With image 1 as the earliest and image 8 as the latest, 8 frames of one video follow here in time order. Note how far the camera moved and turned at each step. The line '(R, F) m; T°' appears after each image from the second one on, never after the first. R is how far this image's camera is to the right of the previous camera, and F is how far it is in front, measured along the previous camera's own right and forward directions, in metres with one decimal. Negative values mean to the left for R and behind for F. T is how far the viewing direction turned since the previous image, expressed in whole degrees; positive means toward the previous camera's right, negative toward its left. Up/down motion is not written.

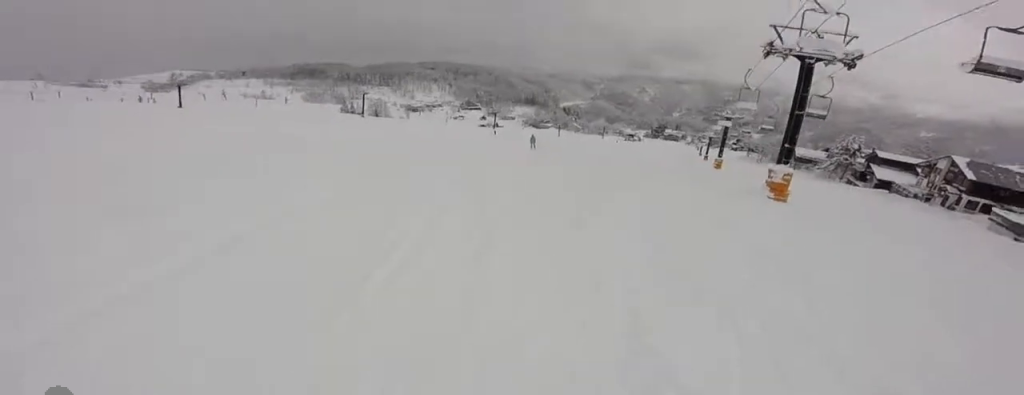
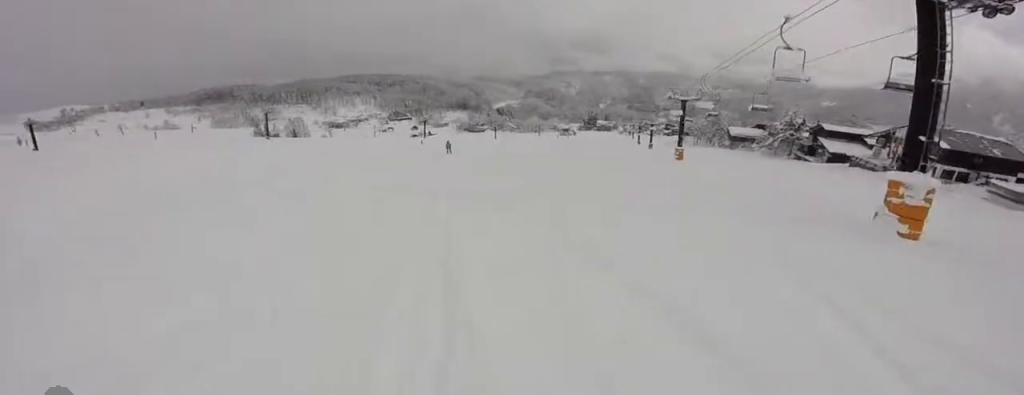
(+0.9, +11.0) m; +14°
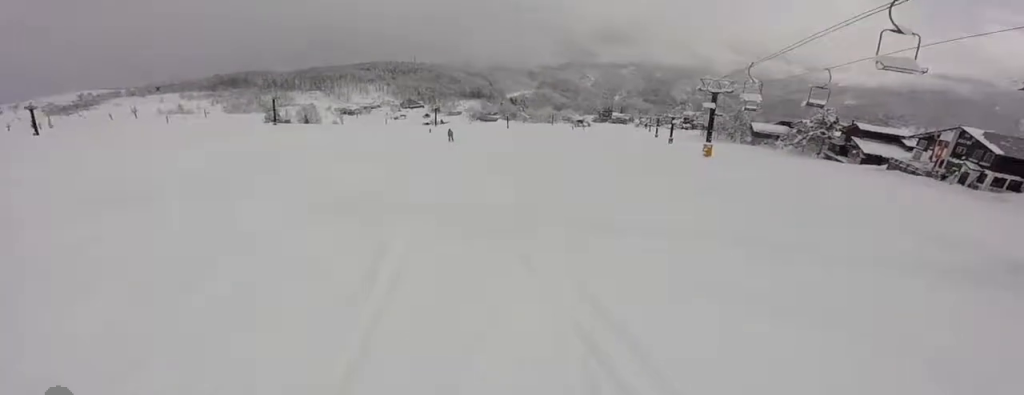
(+0.6, +4.0) m; +5°
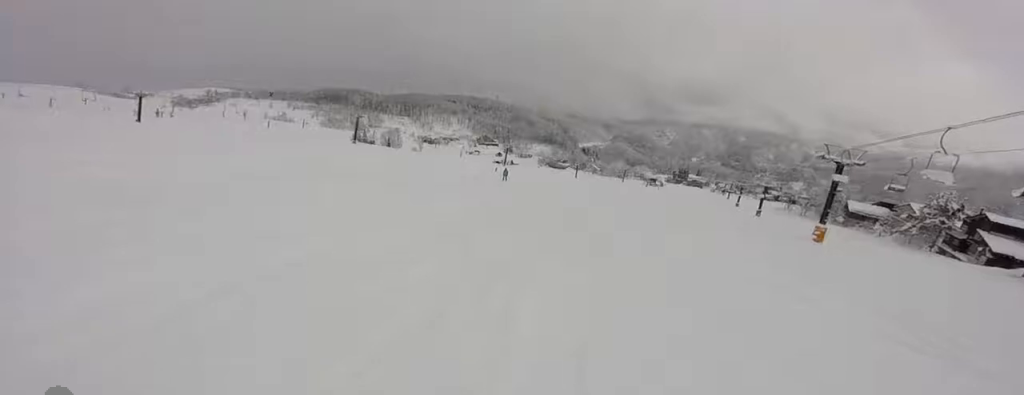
(+0.4, +7.5) m; +3°
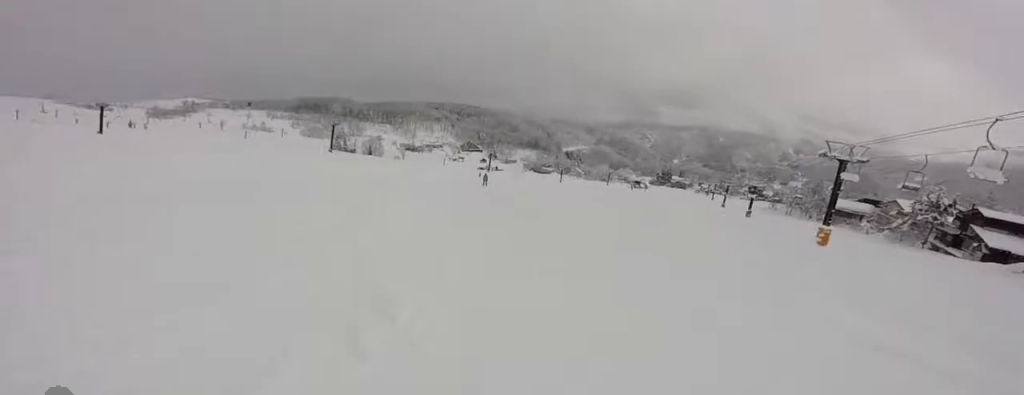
(0.0, +3.6) m; 0°
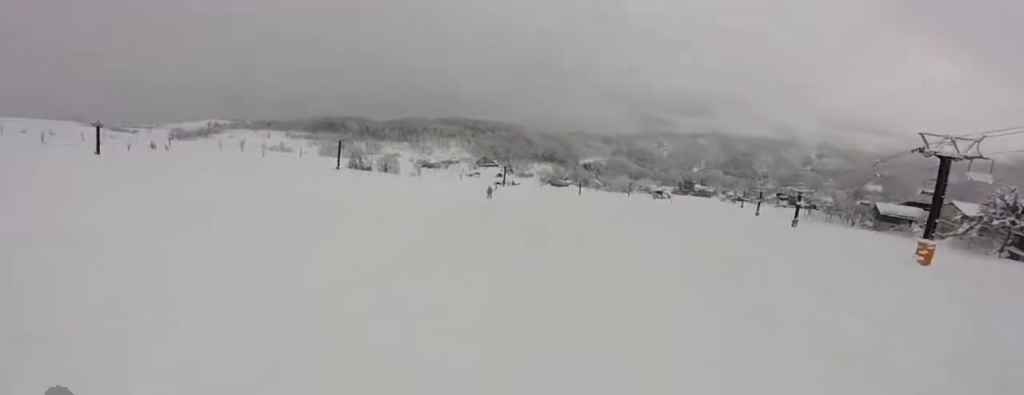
(0.0, +8.3) m; 0°
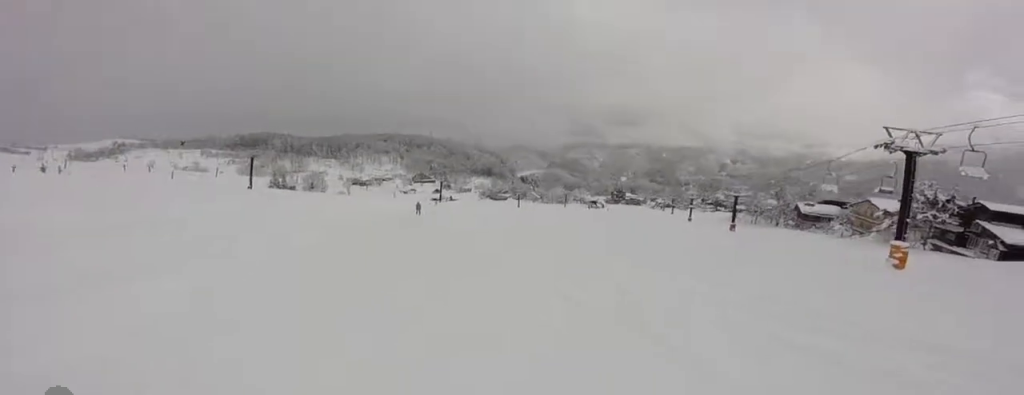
(0.0, +6.3) m; 0°
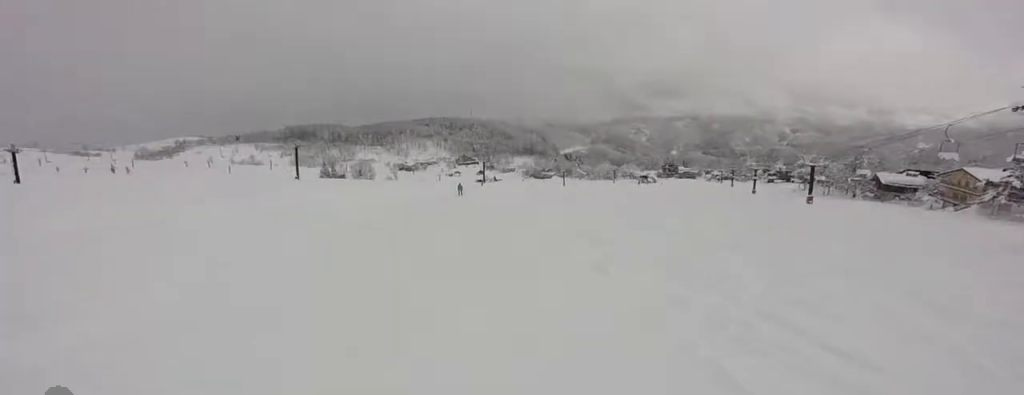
(0.0, +3.9) m; -2°
